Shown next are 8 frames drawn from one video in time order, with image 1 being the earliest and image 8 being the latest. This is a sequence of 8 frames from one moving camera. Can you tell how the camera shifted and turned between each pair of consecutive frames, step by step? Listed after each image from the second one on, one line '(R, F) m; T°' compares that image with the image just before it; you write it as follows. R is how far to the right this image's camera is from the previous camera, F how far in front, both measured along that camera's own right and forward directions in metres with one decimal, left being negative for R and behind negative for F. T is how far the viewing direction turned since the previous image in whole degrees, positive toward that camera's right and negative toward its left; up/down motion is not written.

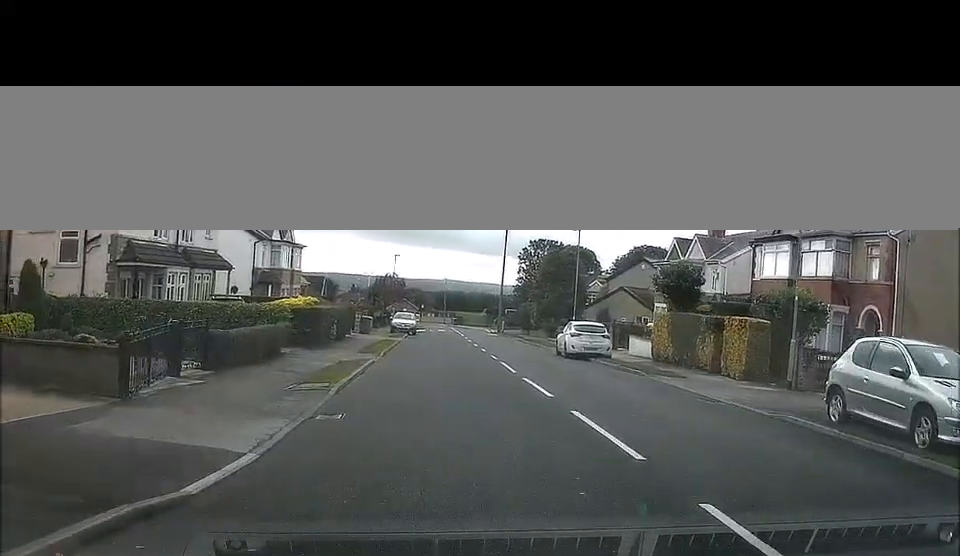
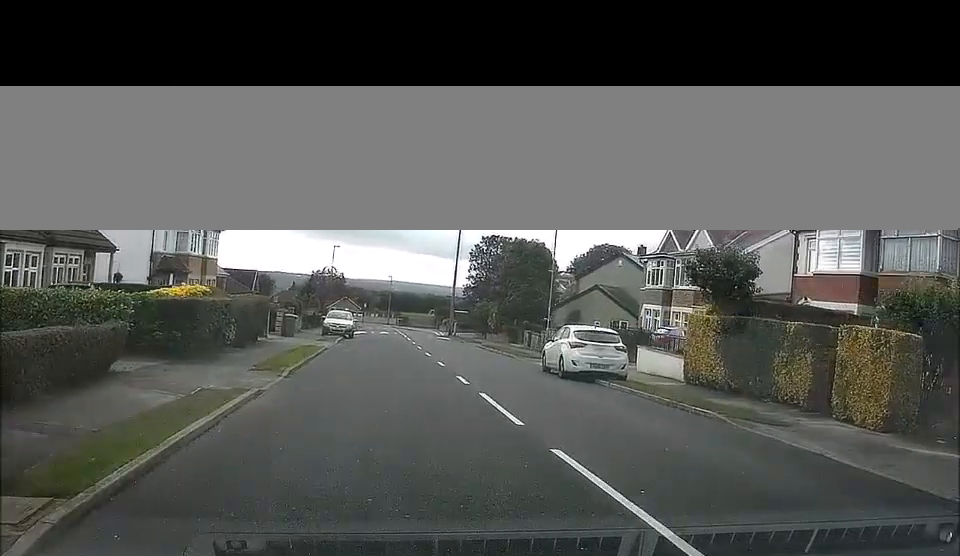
(+0.9, +10.0) m; +7°
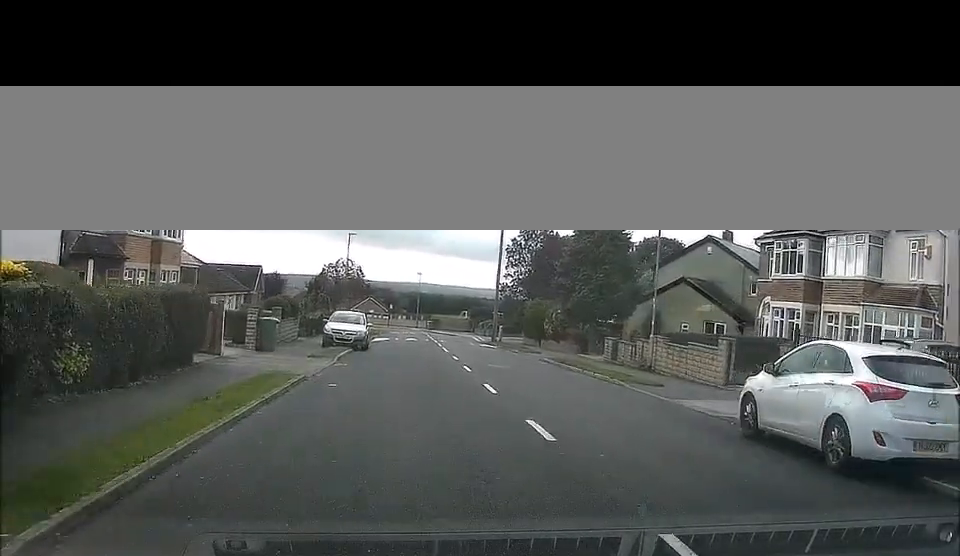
(0.0, +14.4) m; -1°
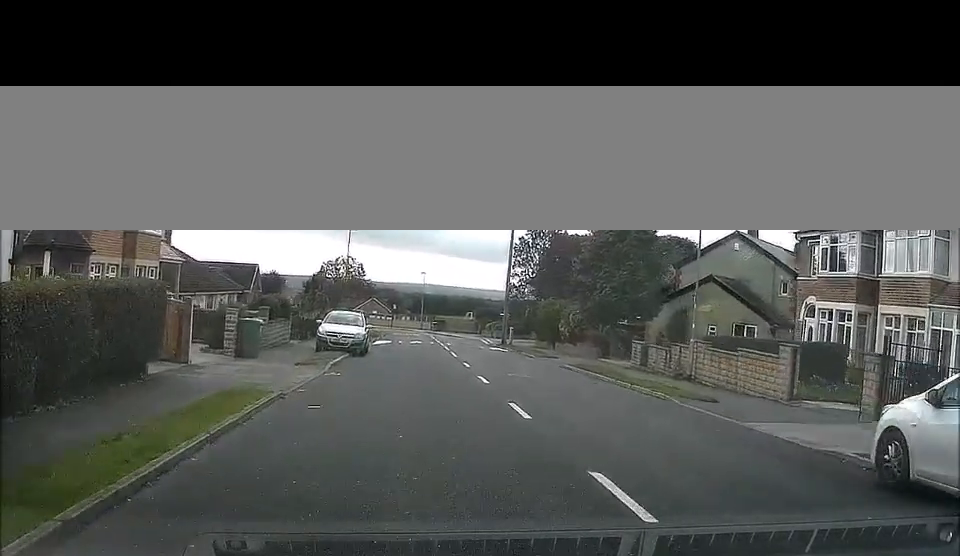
(0.0, +3.8) m; 0°
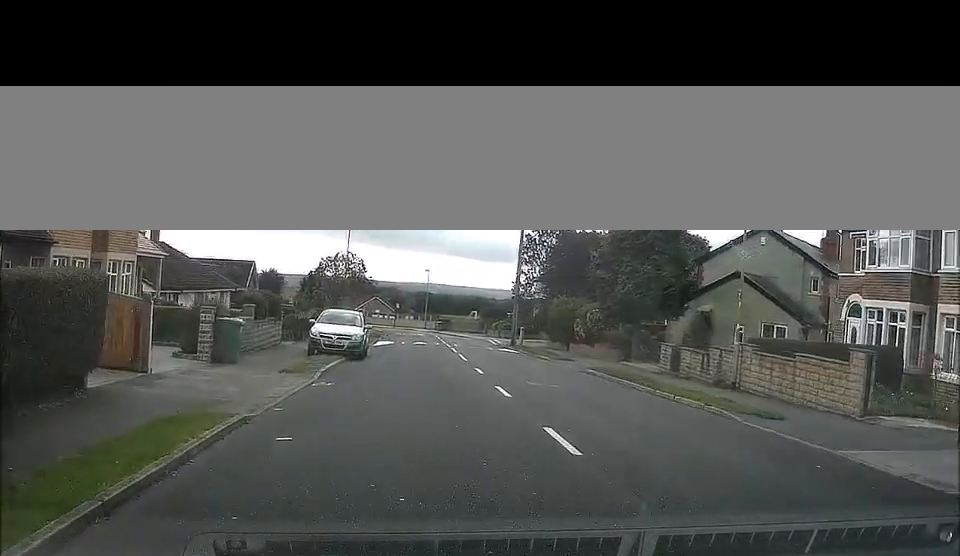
(0.0, +3.2) m; 0°
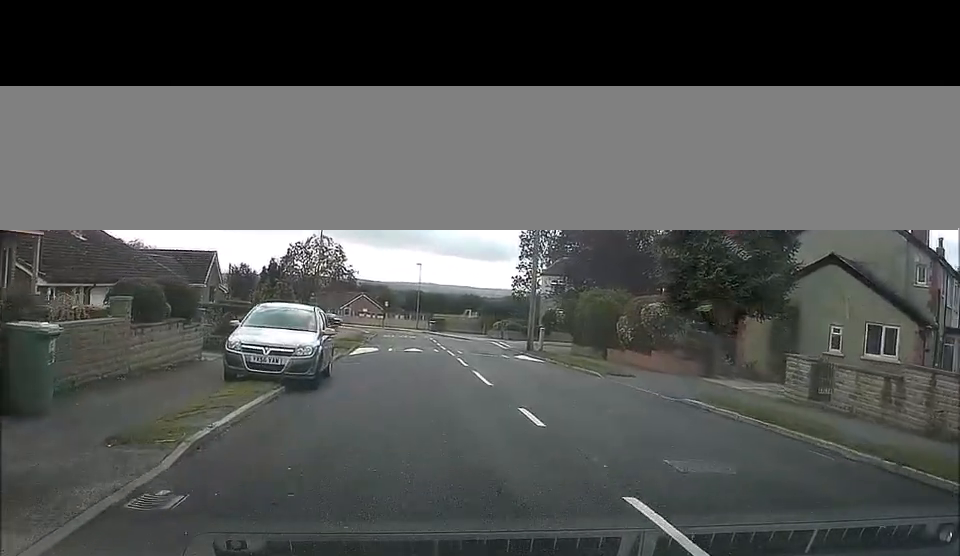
(0.0, +10.2) m; 0°
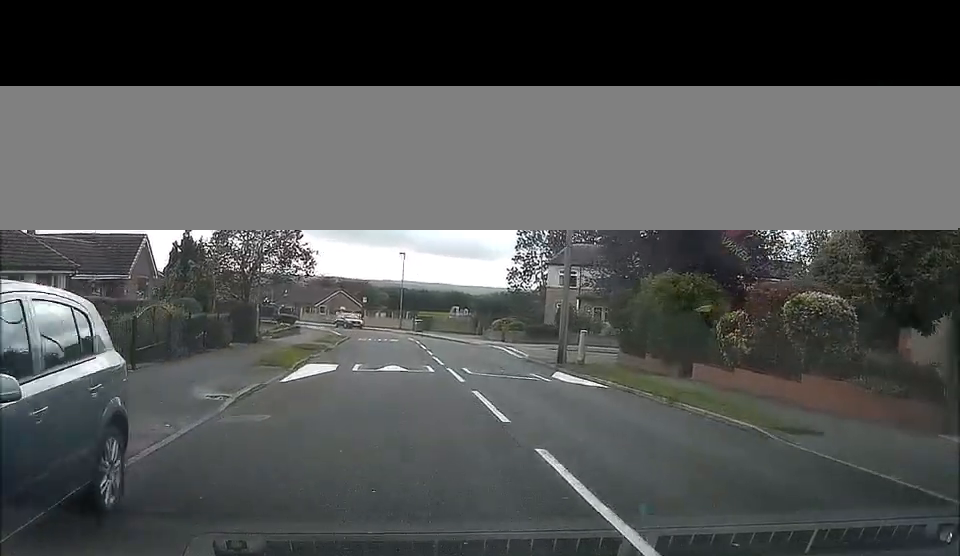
(-0.1, +11.9) m; -1°
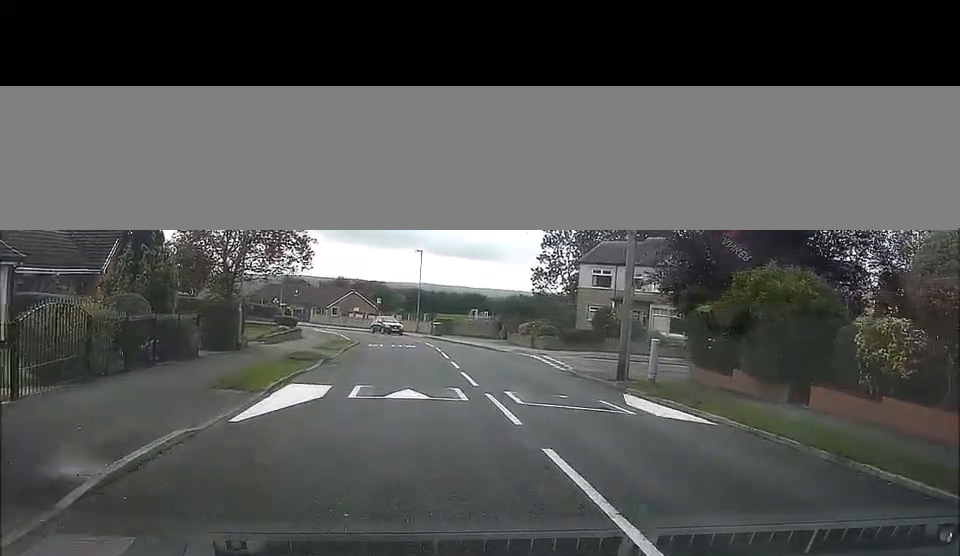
(0.0, +6.2) m; +1°
